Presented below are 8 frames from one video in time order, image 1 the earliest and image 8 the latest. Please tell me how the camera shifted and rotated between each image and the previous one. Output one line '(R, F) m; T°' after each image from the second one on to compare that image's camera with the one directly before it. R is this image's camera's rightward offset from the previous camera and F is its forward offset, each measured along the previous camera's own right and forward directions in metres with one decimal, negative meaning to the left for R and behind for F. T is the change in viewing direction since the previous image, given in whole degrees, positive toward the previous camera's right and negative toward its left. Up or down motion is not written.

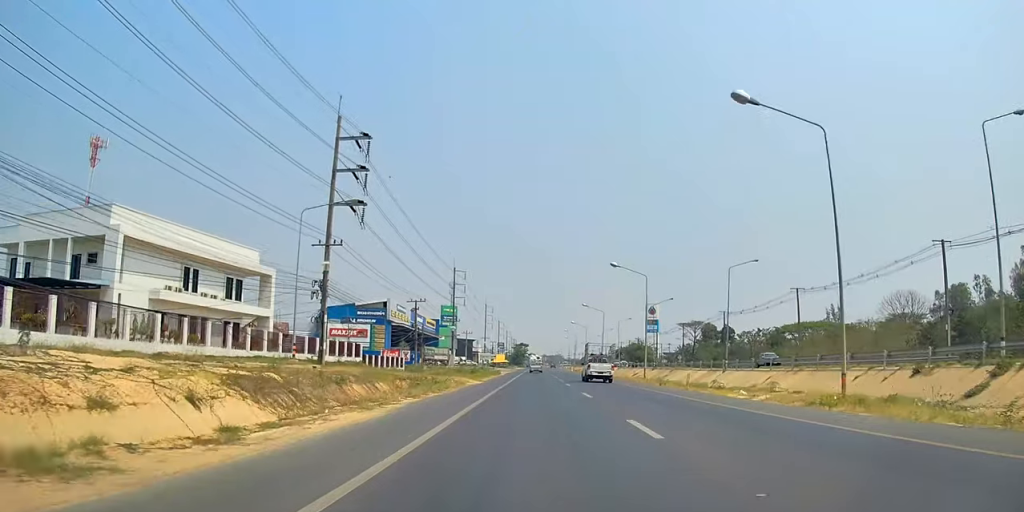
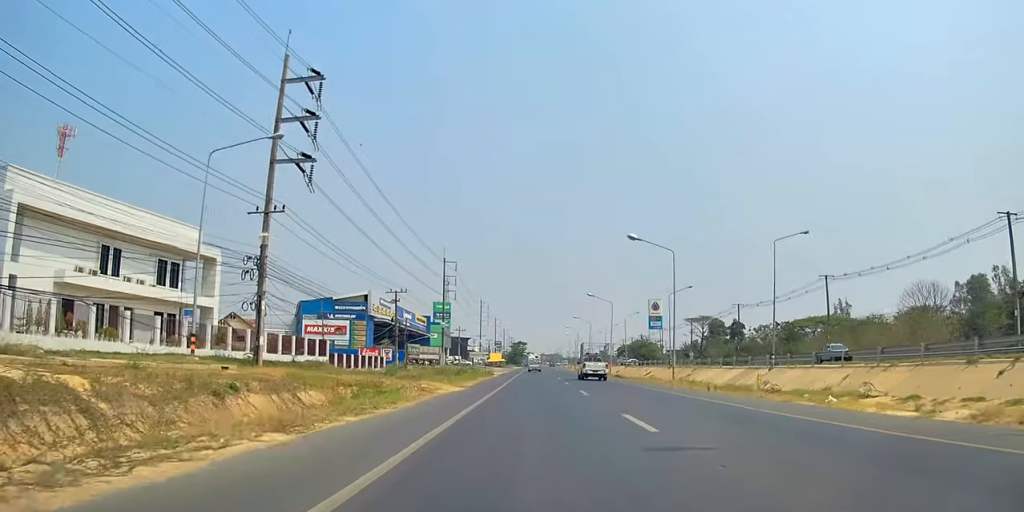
(0.0, +12.1) m; +1°
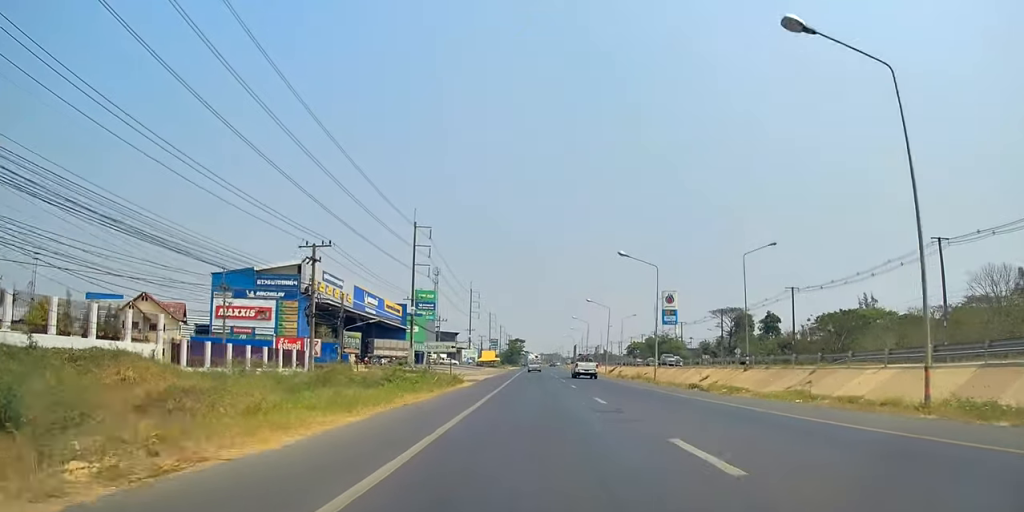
(+0.3, +29.0) m; 0°
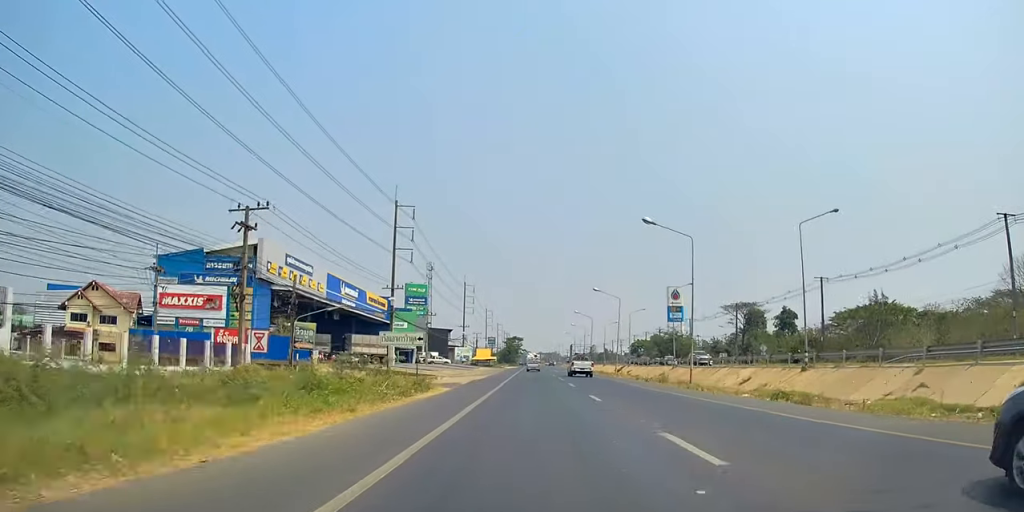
(-0.3, +10.4) m; 0°
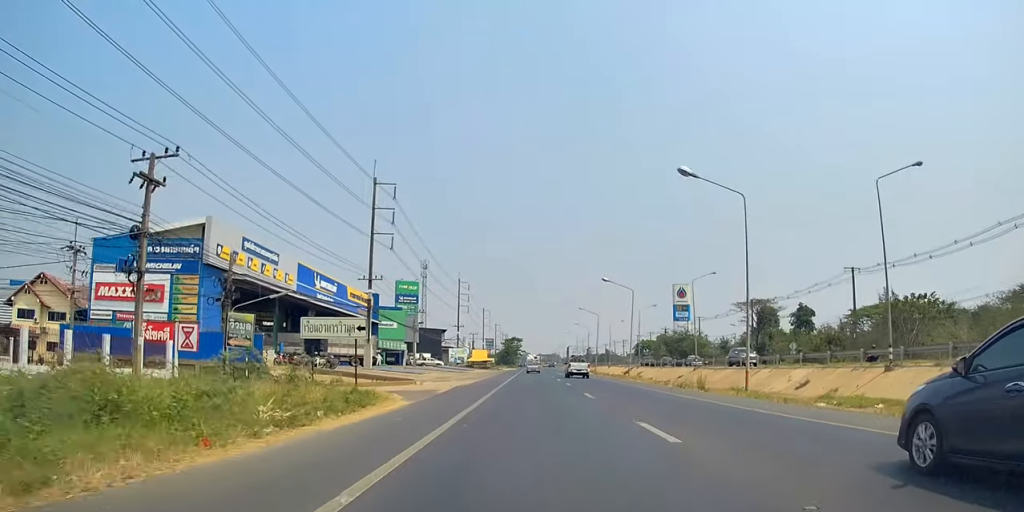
(+0.3, +10.3) m; 0°
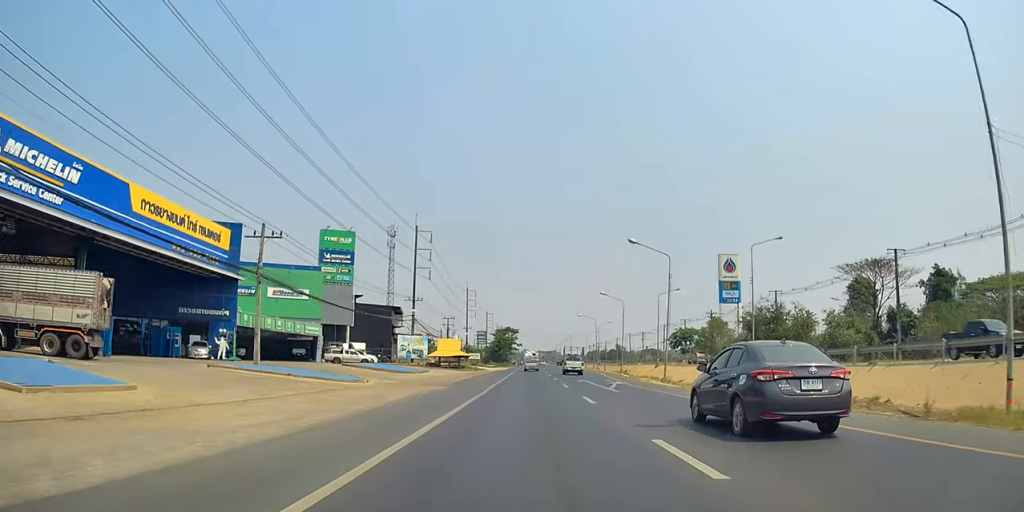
(-0.9, +50.9) m; +1°
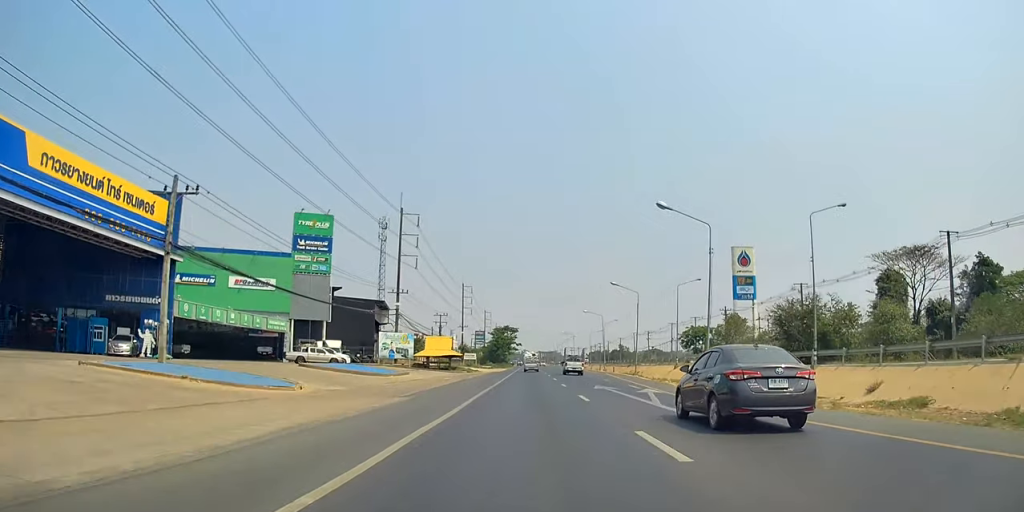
(+0.3, +10.2) m; 0°
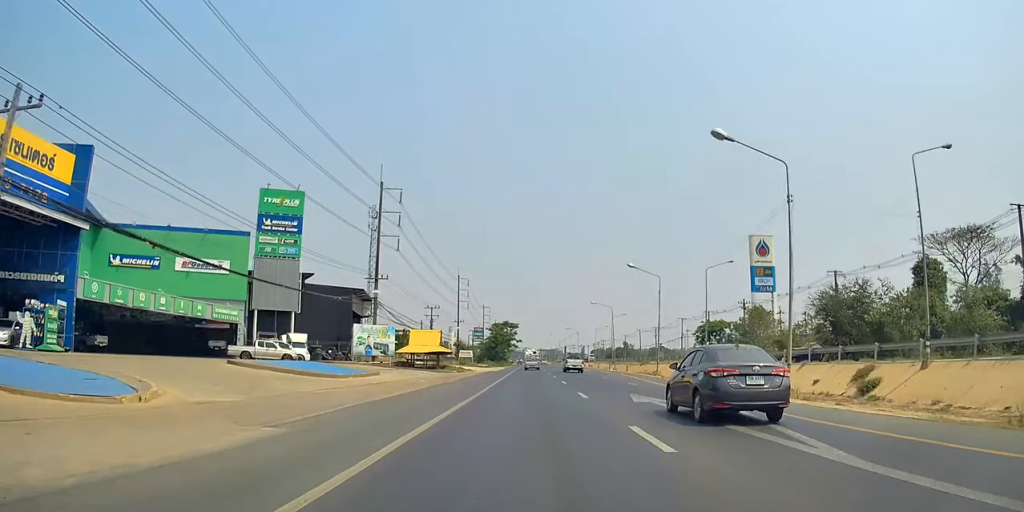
(+0.4, +11.5) m; 0°
